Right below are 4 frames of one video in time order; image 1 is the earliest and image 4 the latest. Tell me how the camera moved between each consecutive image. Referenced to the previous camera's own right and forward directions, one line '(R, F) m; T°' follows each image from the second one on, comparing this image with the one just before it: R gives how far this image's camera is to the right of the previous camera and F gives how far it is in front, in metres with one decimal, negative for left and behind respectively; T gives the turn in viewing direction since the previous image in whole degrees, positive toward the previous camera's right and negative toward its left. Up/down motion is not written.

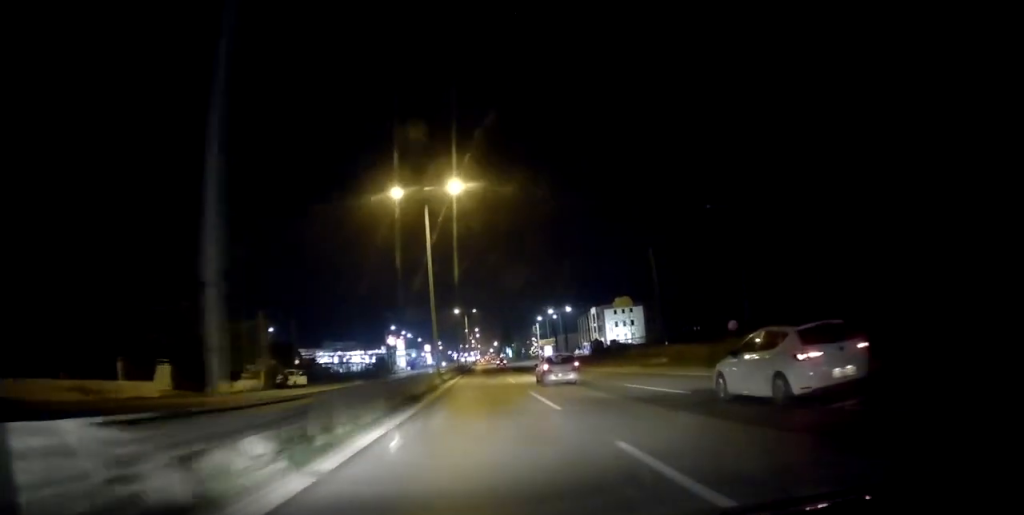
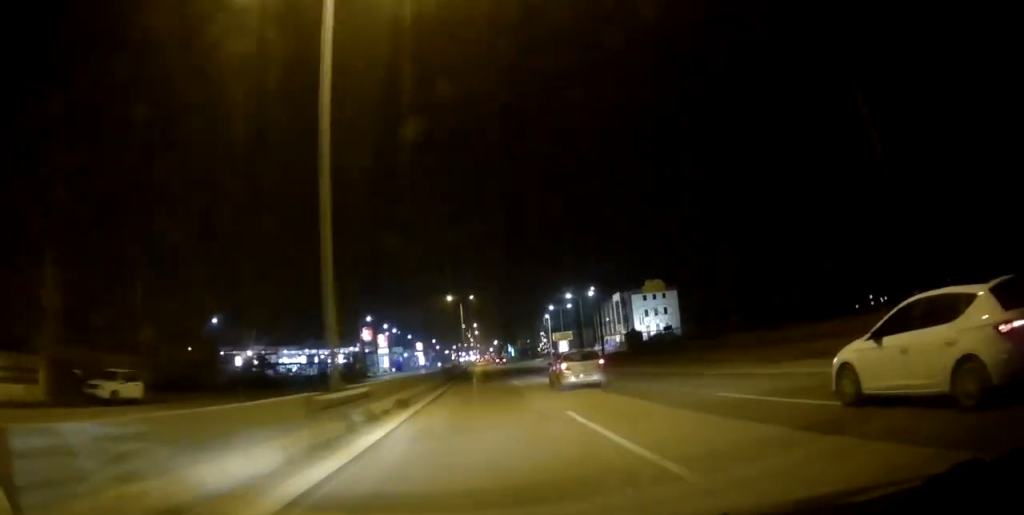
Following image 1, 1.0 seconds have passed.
(-0.2, +28.2) m; 0°
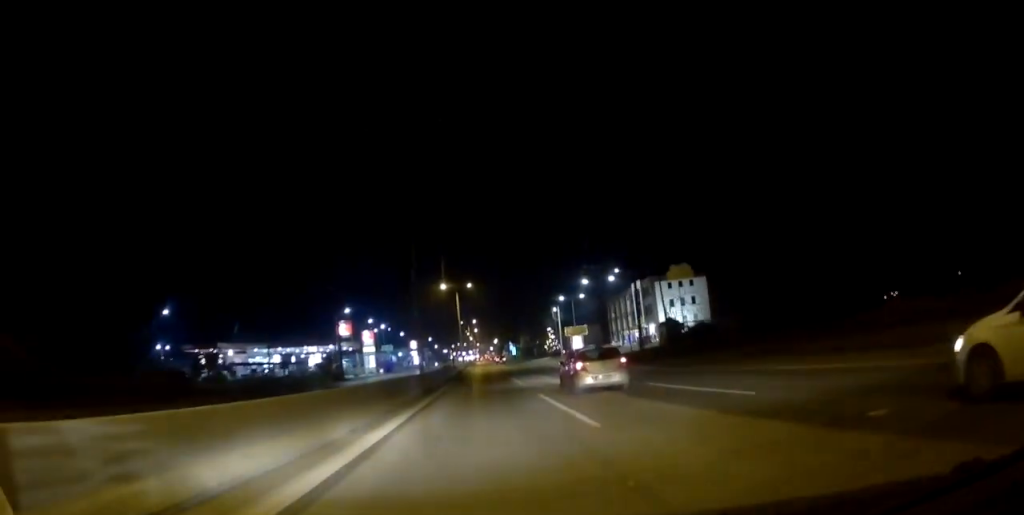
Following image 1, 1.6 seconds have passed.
(-0.2, +17.0) m; 0°
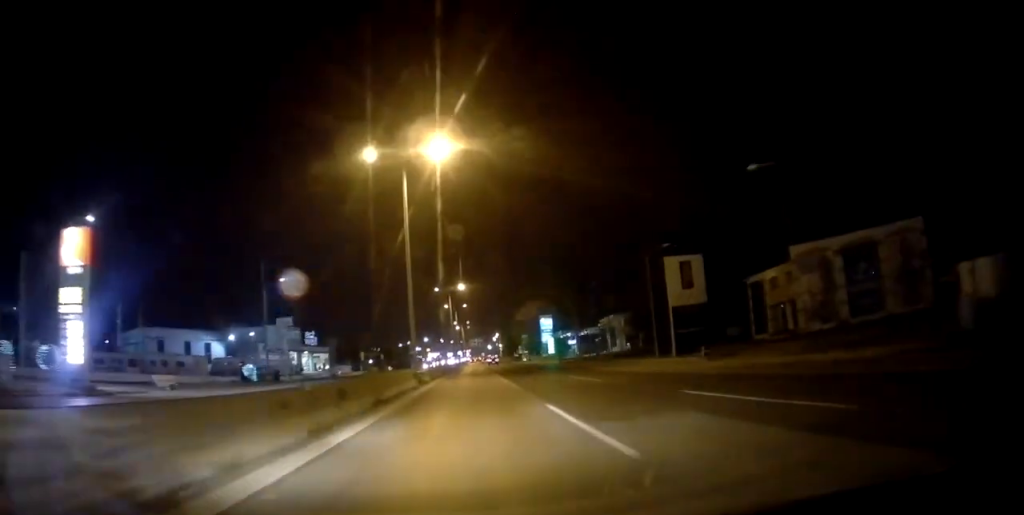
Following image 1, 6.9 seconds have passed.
(+2.4, +158.8) m; +1°
